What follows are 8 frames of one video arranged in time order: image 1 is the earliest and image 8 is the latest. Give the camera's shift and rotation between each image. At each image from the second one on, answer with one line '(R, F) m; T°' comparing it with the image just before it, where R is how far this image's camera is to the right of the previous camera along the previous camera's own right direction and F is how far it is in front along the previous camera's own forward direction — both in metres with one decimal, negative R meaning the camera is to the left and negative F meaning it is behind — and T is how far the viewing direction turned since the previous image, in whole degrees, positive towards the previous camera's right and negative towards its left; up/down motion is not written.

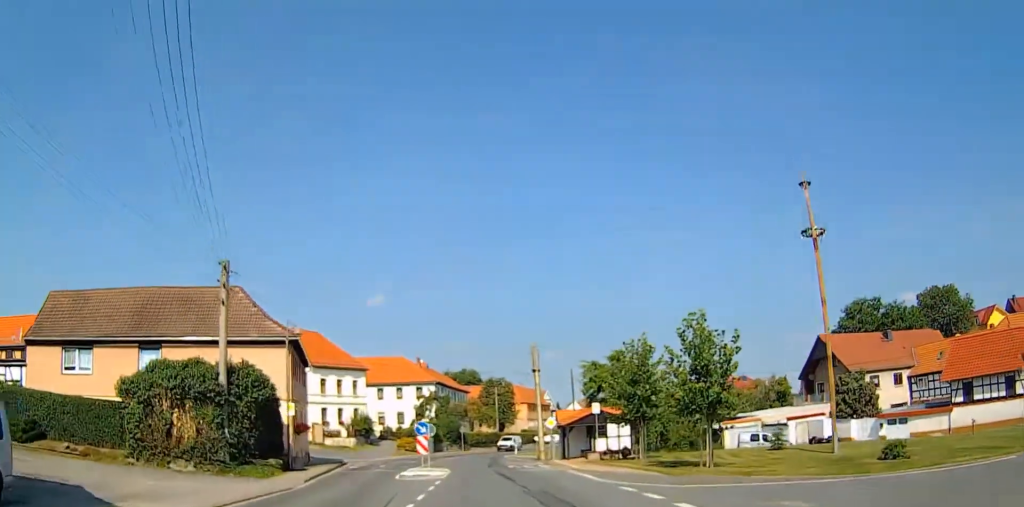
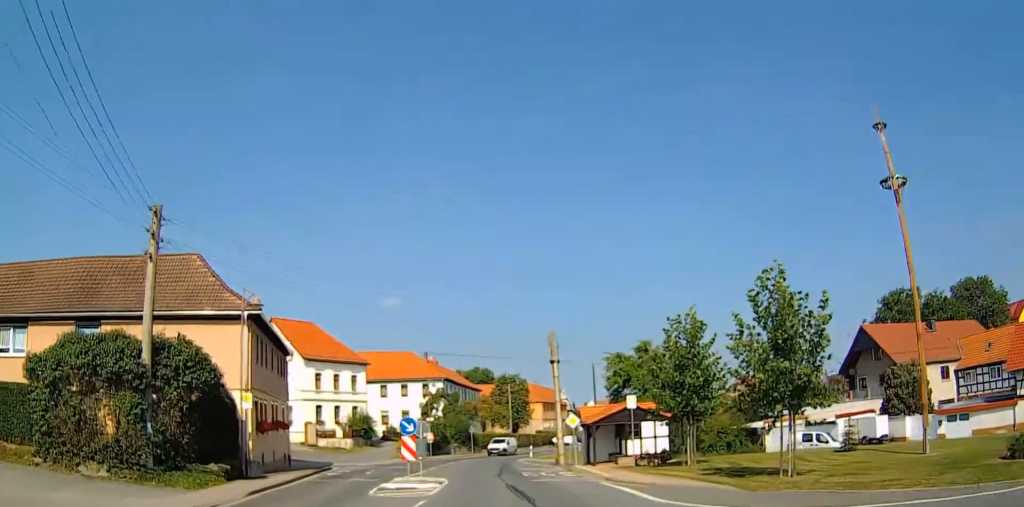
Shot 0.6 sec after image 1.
(-0.2, +6.2) m; -1°
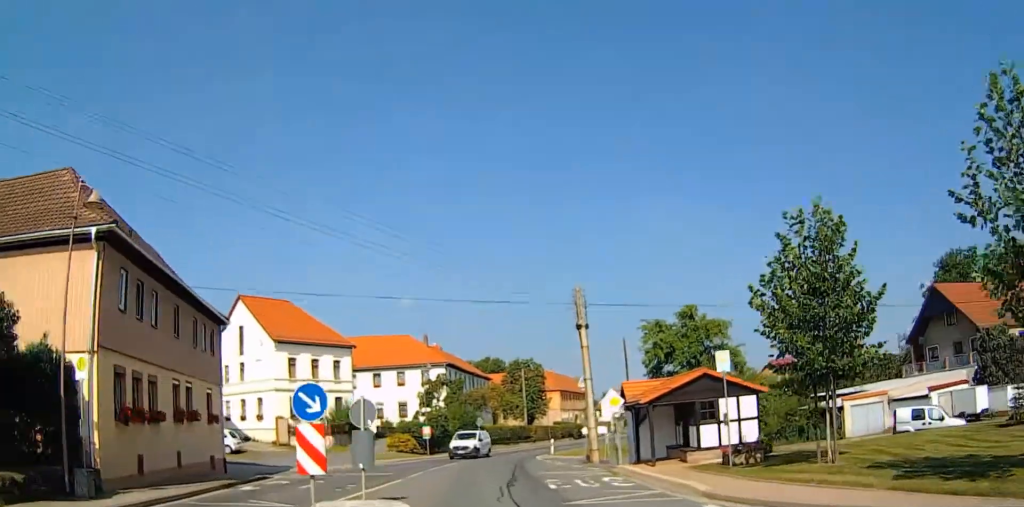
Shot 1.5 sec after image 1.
(0.0, +10.5) m; +2°
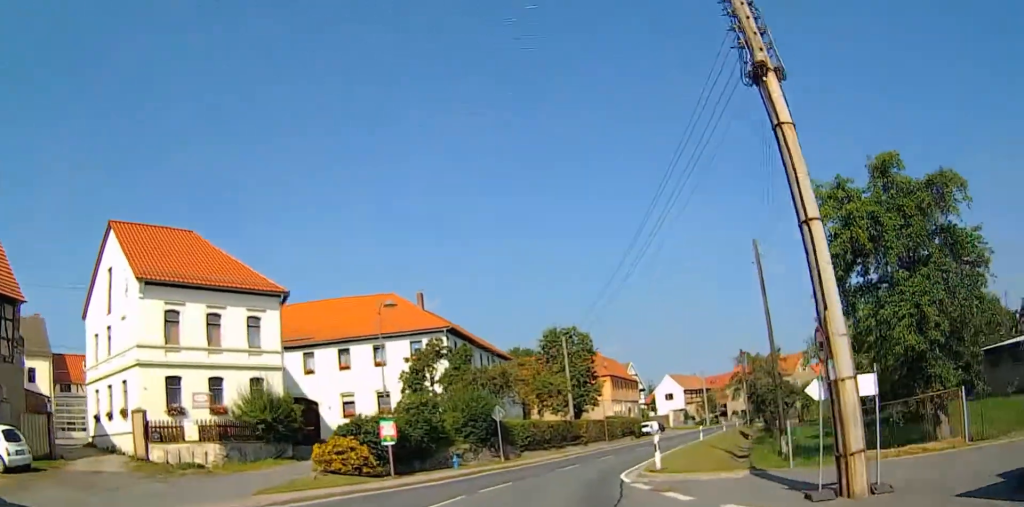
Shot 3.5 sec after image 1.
(+0.3, +25.6) m; -1°
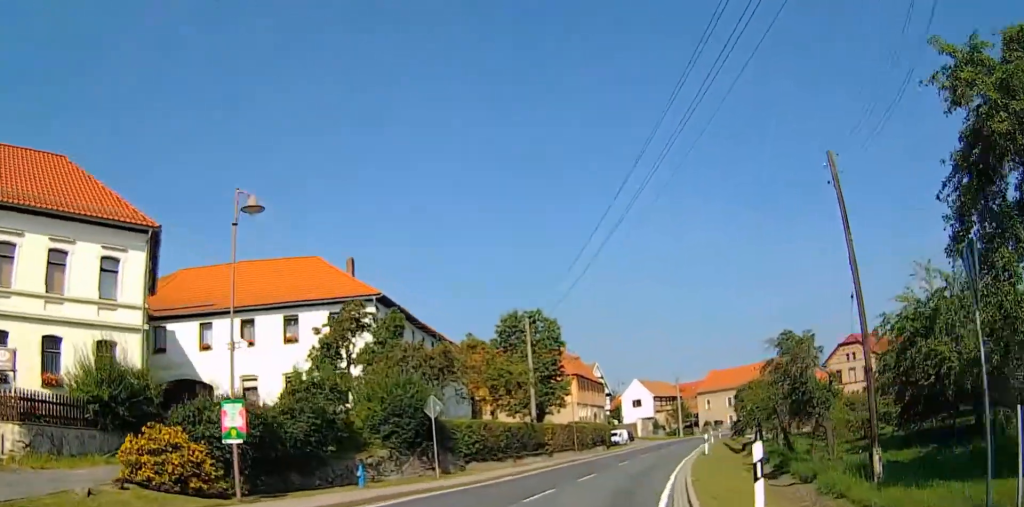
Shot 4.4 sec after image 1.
(0.0, +12.3) m; +5°
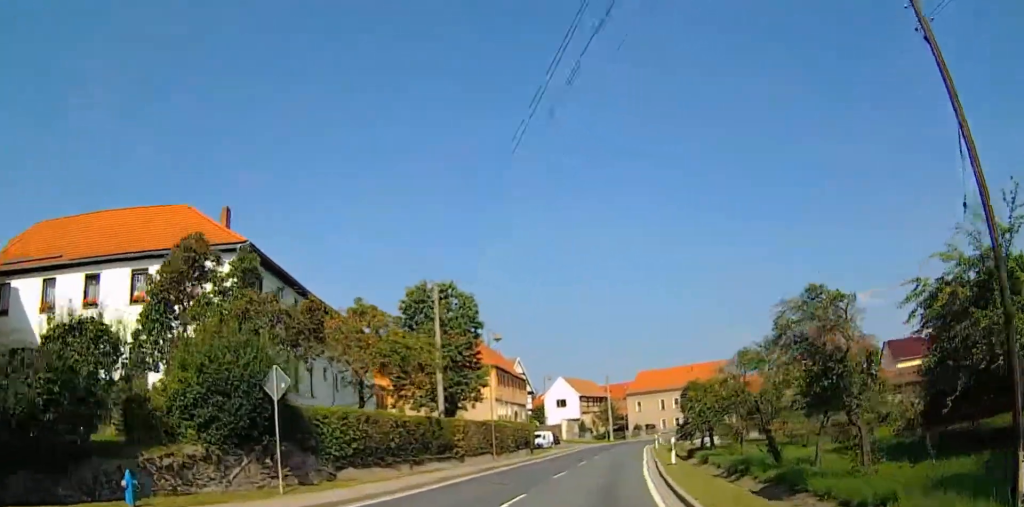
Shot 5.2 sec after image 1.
(+0.7, +9.4) m; +5°
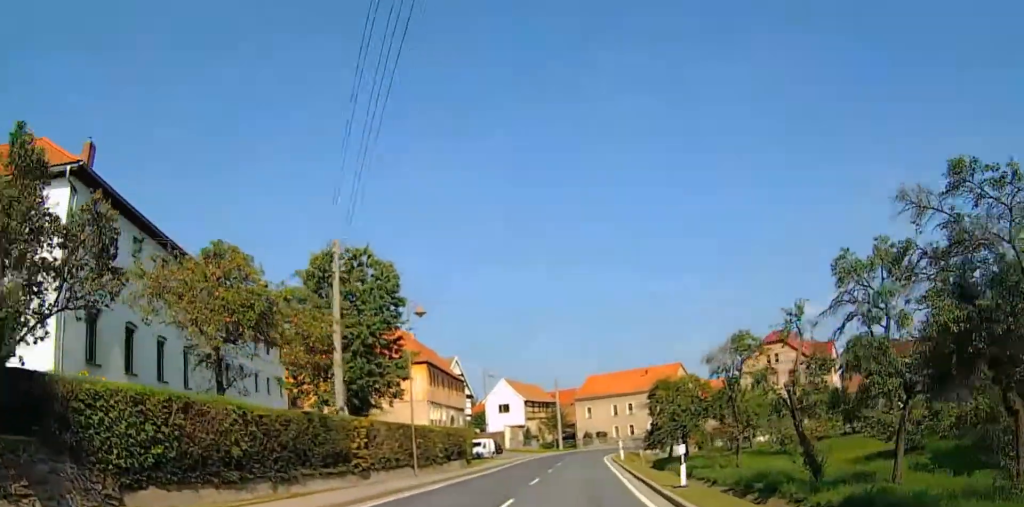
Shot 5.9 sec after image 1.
(+0.6, +9.3) m; +3°
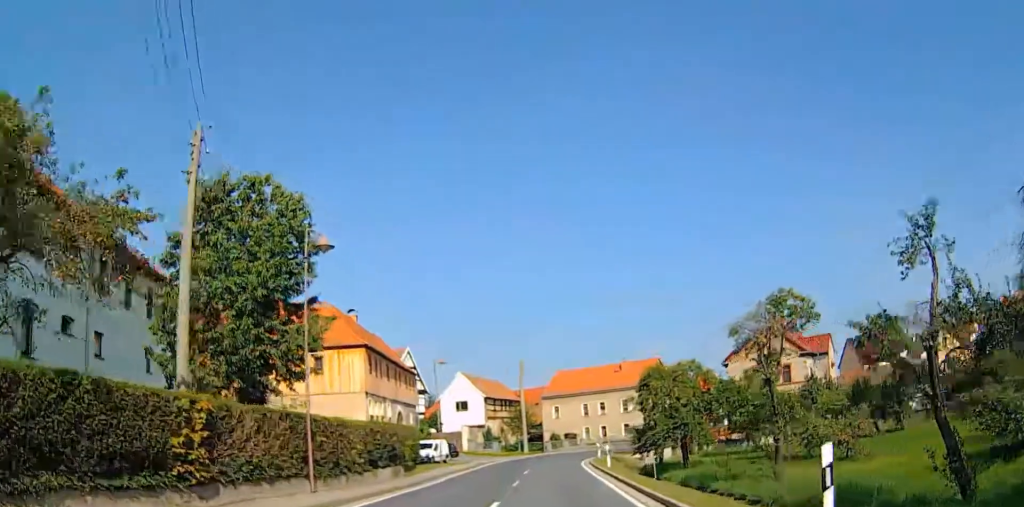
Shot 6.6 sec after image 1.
(+0.2, +9.4) m; -1°
